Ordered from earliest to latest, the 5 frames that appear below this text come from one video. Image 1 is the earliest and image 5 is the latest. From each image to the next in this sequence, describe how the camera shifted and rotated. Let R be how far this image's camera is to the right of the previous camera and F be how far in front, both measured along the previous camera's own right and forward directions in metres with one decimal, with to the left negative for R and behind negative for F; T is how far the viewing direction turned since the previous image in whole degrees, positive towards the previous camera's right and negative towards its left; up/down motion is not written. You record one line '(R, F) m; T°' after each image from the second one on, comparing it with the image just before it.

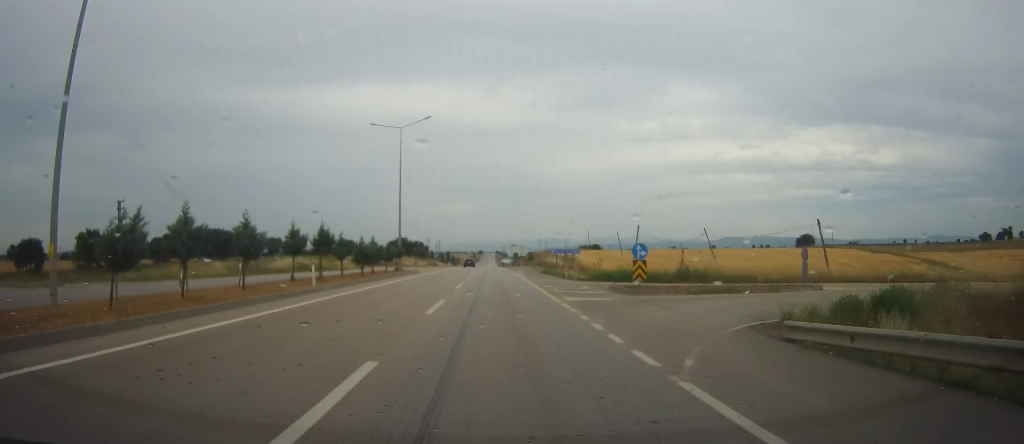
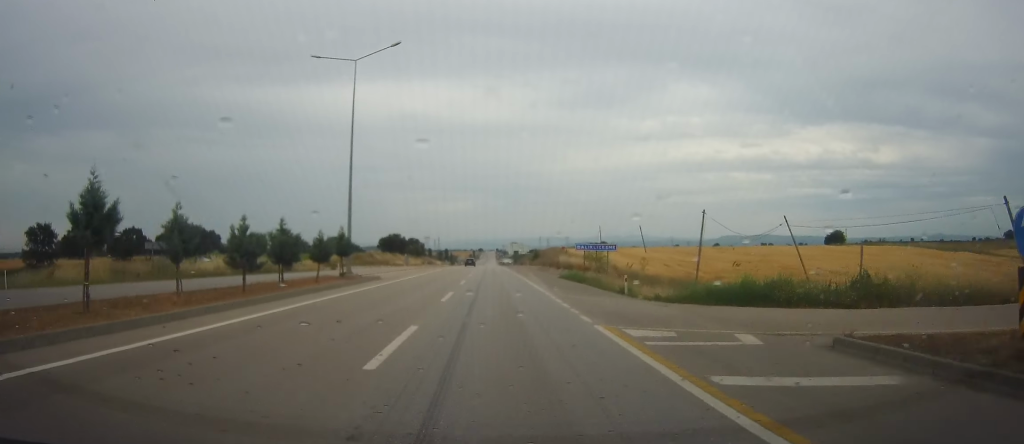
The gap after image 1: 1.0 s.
(-0.2, +20.4) m; 0°
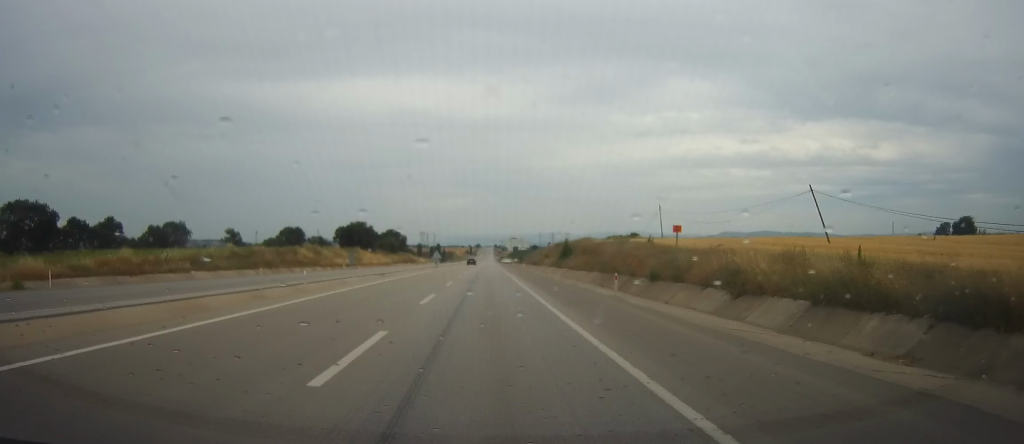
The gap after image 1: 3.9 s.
(+0.7, +62.4) m; +2°
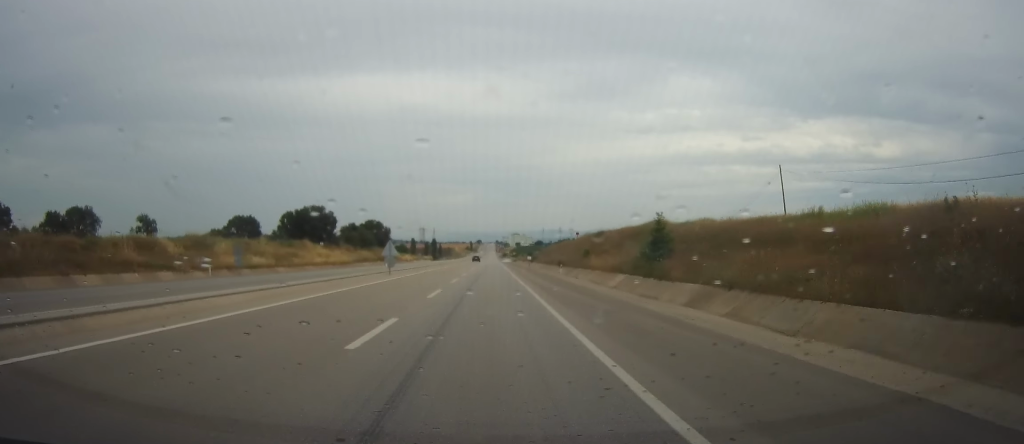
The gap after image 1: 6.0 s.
(-0.7, +45.3) m; -1°
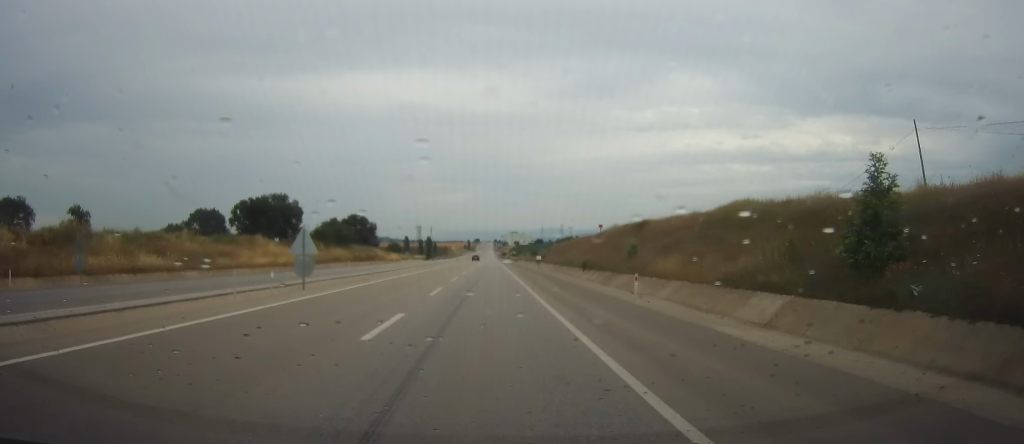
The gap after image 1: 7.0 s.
(+0.1, +22.3) m; 0°
